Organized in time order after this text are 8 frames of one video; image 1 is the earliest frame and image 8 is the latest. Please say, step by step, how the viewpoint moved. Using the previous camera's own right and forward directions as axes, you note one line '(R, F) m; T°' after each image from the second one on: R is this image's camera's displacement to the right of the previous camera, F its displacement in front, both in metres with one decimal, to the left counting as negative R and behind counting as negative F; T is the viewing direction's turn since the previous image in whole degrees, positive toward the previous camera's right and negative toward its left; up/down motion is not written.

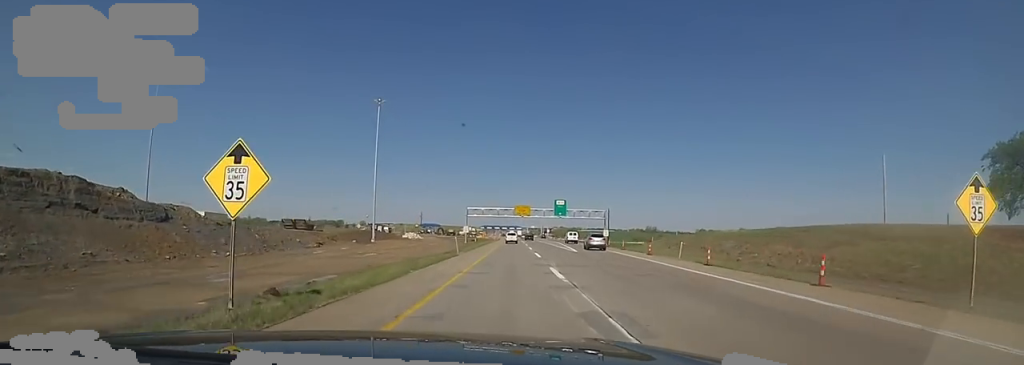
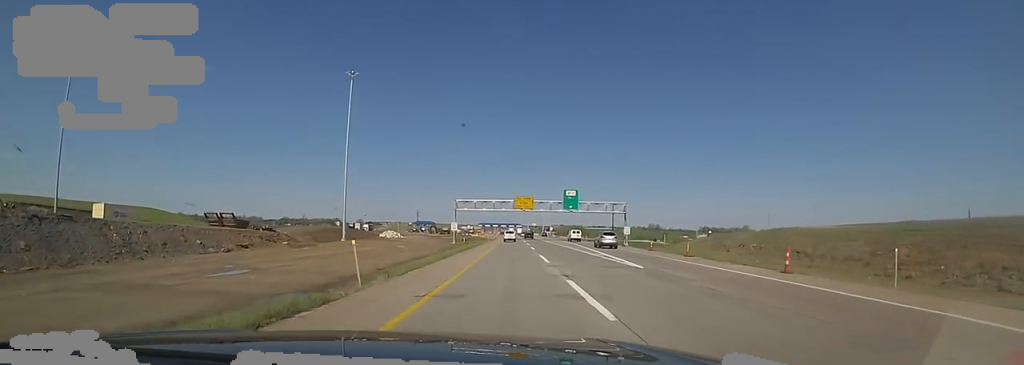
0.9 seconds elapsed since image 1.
(+0.4, +21.6) m; 0°
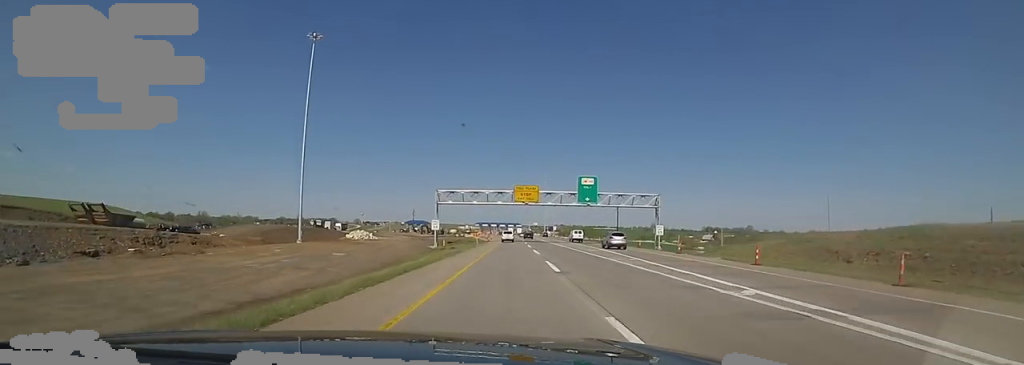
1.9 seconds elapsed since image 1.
(-0.3, +21.3) m; 0°
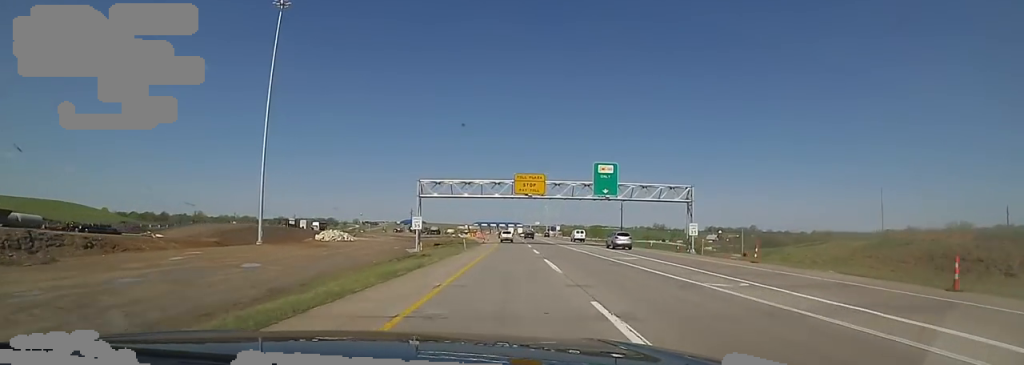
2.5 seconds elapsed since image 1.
(-0.3, +13.5) m; 0°
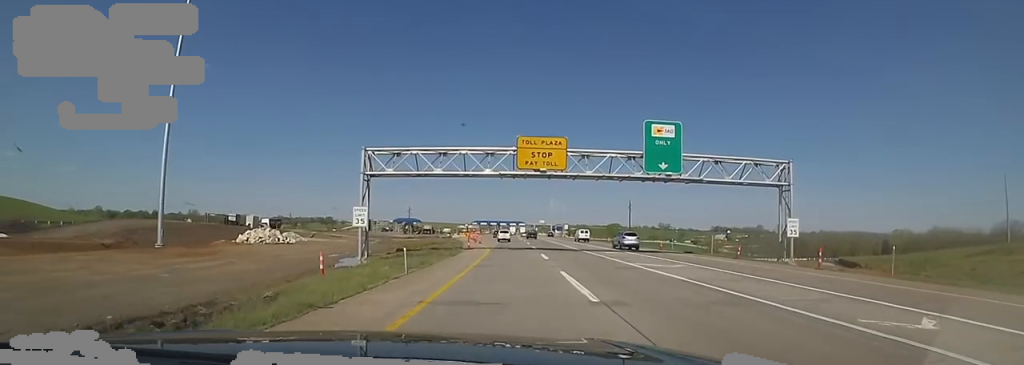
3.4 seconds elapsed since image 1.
(+1.0, +21.6) m; 0°
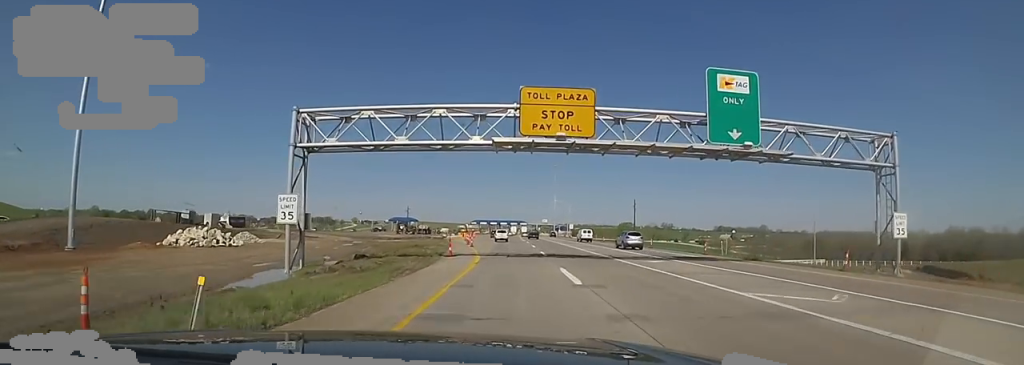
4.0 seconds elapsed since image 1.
(-0.8, +11.8) m; 0°
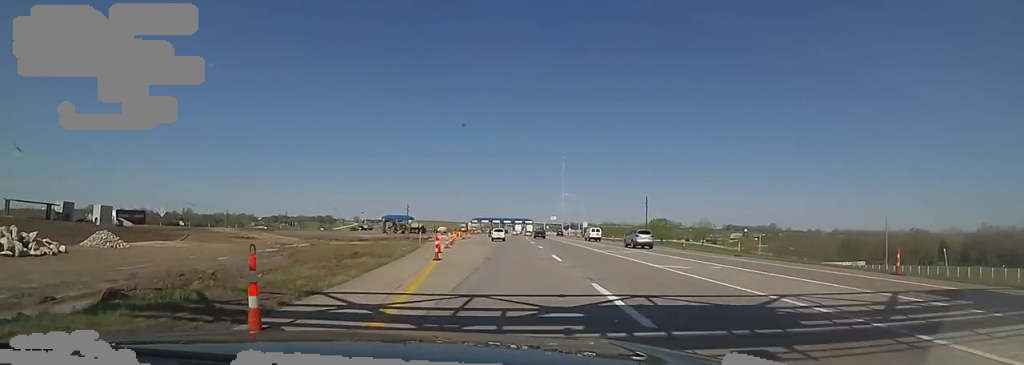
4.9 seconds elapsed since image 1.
(+0.5, +21.4) m; 0°
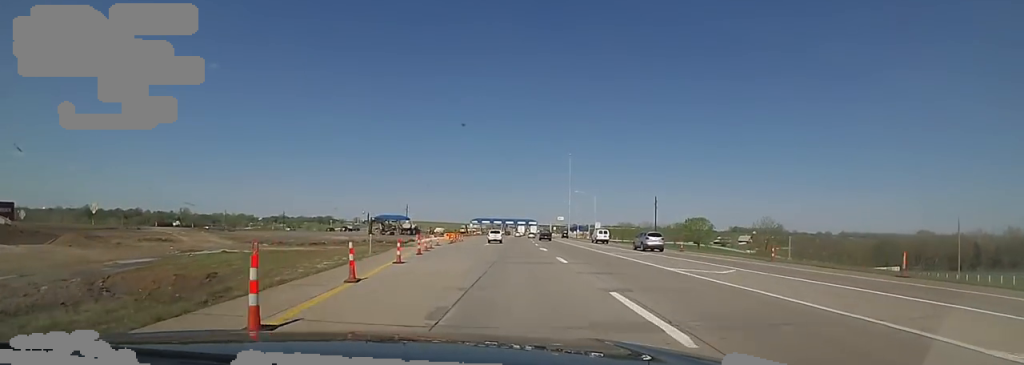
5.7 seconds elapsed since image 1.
(0.0, +16.0) m; -1°
